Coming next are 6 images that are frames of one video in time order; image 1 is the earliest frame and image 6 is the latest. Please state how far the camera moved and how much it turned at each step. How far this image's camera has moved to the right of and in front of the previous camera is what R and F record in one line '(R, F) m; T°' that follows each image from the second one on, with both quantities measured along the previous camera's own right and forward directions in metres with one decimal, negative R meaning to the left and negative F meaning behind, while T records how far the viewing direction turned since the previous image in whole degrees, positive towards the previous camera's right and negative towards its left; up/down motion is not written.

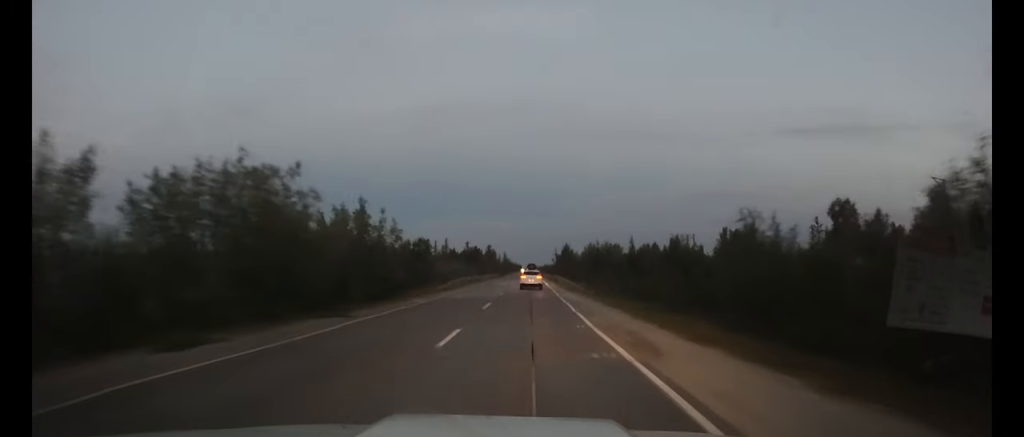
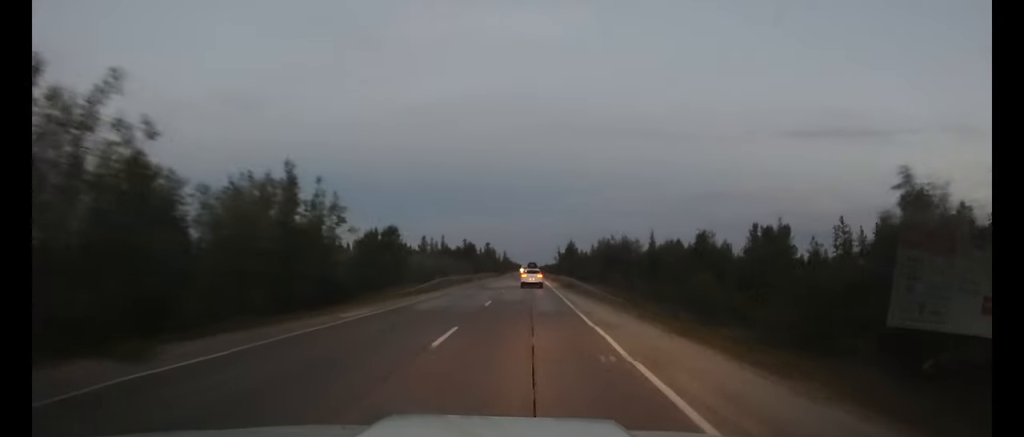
(0.0, +12.3) m; 0°
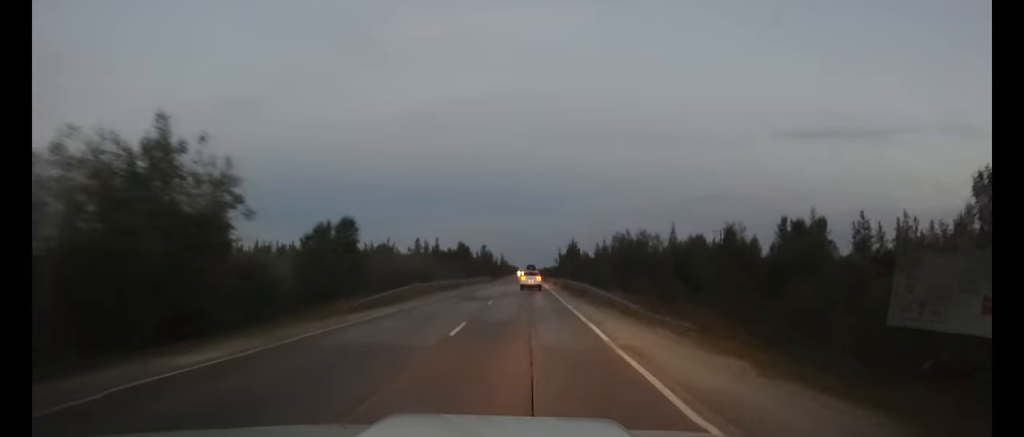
(0.0, +10.2) m; 0°
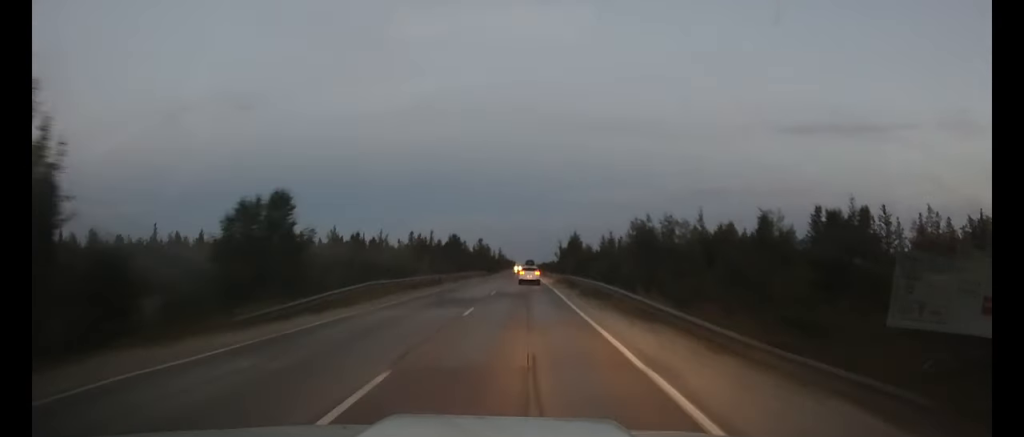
(0.0, +9.1) m; 0°
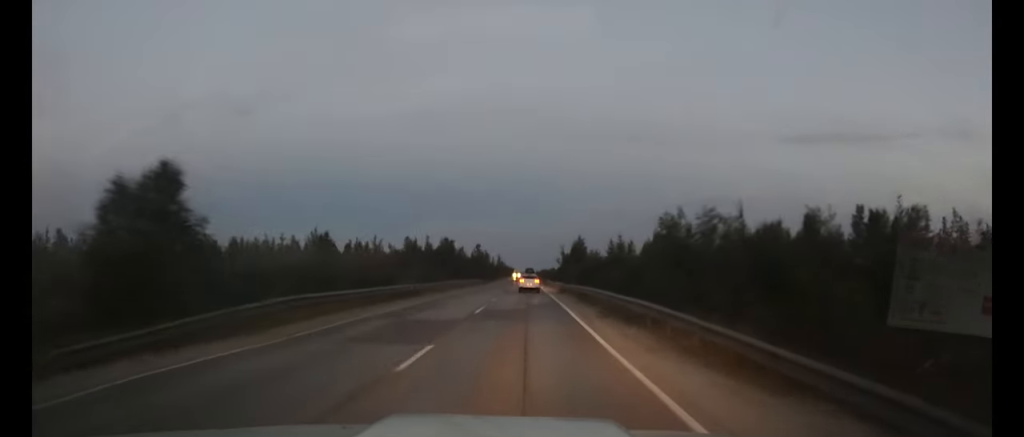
(0.0, +8.6) m; 0°
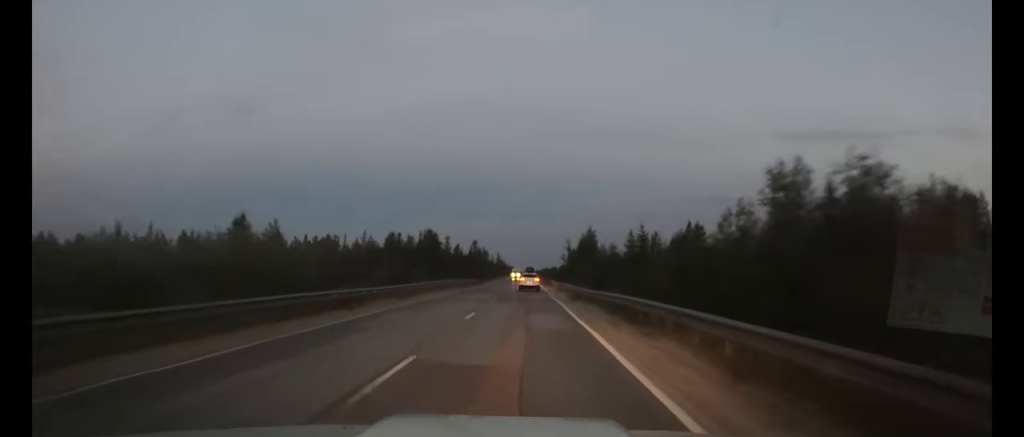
(0.0, +14.4) m; 0°
